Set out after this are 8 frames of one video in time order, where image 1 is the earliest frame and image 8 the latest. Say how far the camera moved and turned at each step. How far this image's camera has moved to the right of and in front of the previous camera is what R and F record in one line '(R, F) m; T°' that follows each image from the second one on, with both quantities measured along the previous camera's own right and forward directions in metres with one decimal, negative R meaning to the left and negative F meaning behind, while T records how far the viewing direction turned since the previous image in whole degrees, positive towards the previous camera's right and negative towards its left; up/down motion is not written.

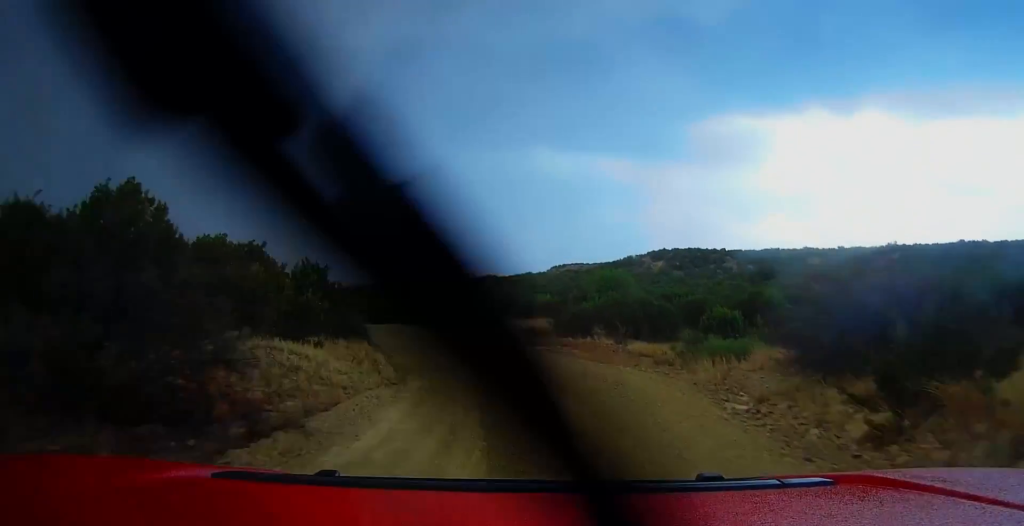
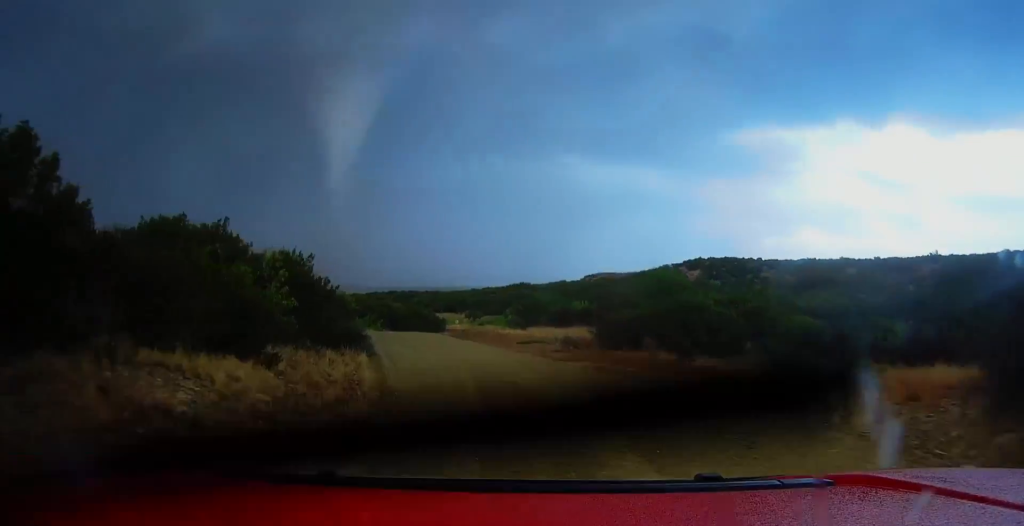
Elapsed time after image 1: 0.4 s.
(+0.1, +6.5) m; -3°
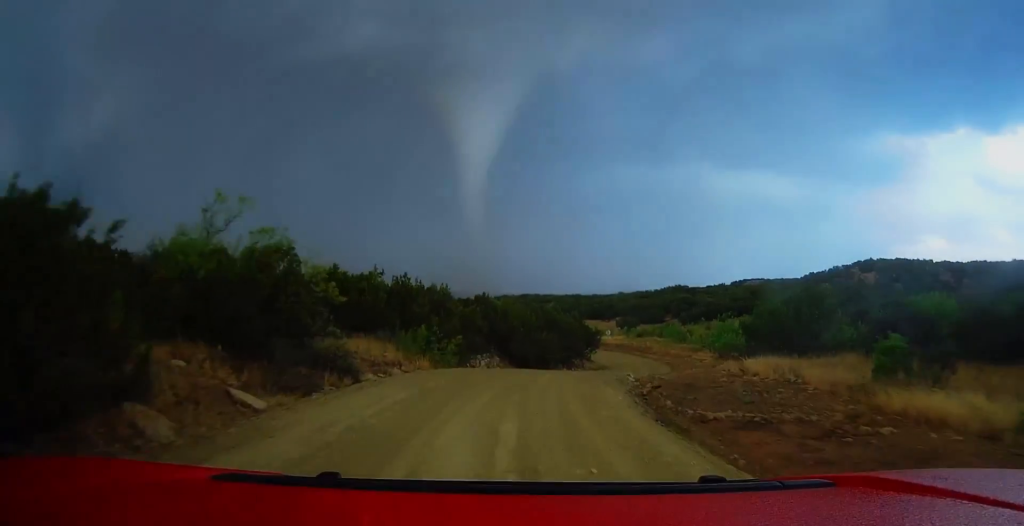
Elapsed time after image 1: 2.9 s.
(-3.0, +38.7) m; -2°
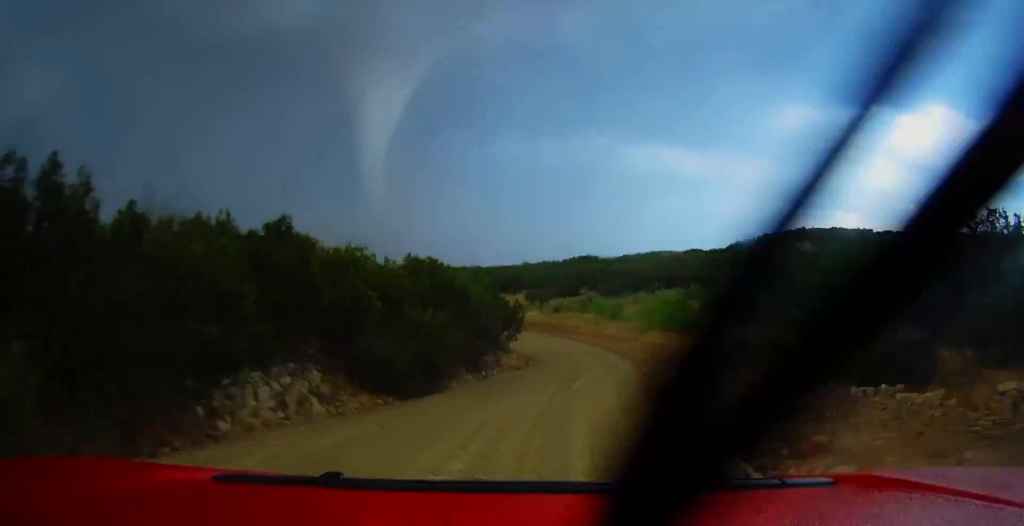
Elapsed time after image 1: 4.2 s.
(+1.3, +20.2) m; +7°
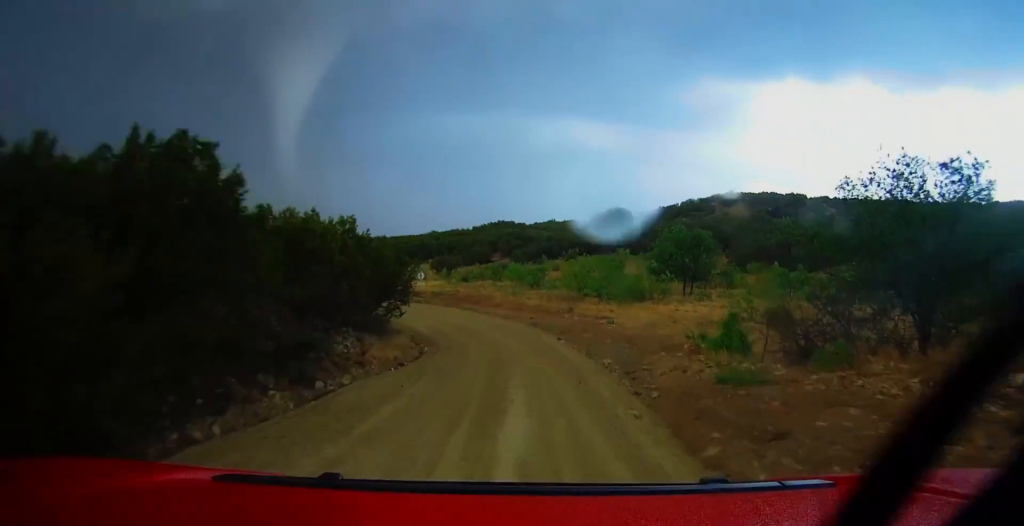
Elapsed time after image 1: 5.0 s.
(+0.5, +13.1) m; +1°
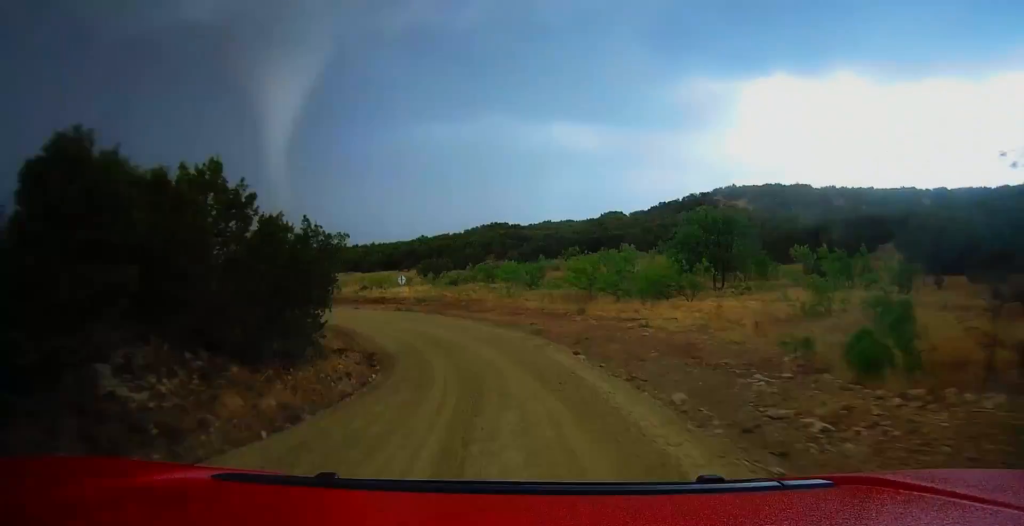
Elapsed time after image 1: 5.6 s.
(+0.3, +9.5) m; -2°
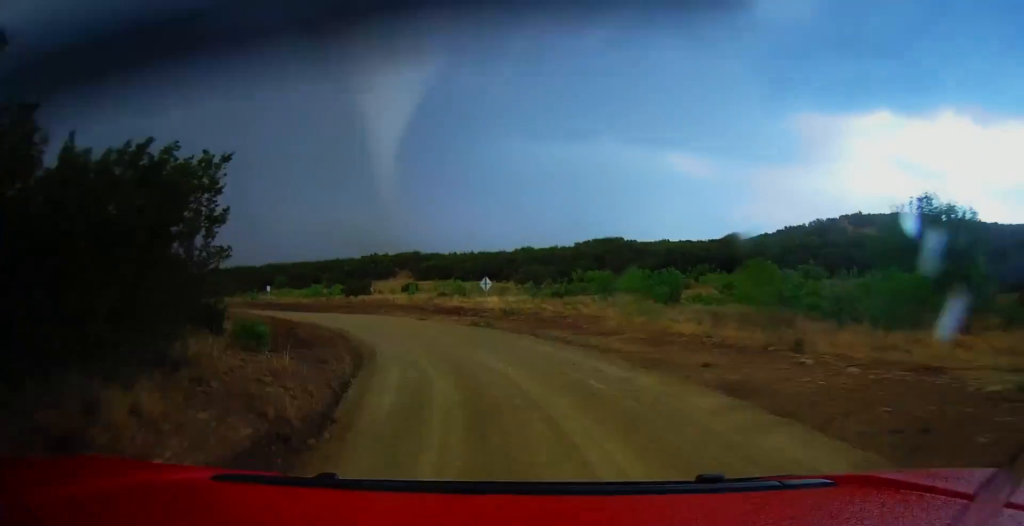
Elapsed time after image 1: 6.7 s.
(-1.4, +16.8) m; -10°
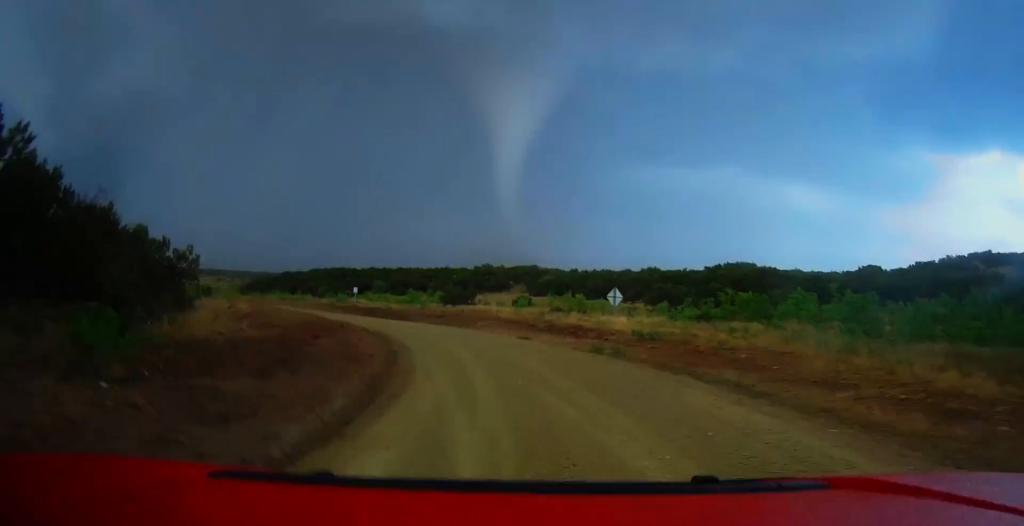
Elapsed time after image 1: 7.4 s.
(-0.9, +11.7) m; -7°
